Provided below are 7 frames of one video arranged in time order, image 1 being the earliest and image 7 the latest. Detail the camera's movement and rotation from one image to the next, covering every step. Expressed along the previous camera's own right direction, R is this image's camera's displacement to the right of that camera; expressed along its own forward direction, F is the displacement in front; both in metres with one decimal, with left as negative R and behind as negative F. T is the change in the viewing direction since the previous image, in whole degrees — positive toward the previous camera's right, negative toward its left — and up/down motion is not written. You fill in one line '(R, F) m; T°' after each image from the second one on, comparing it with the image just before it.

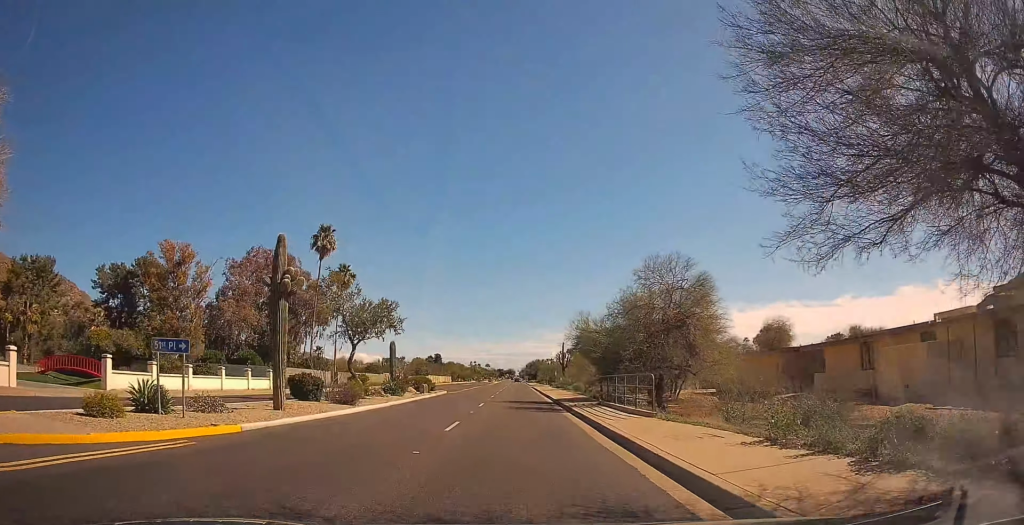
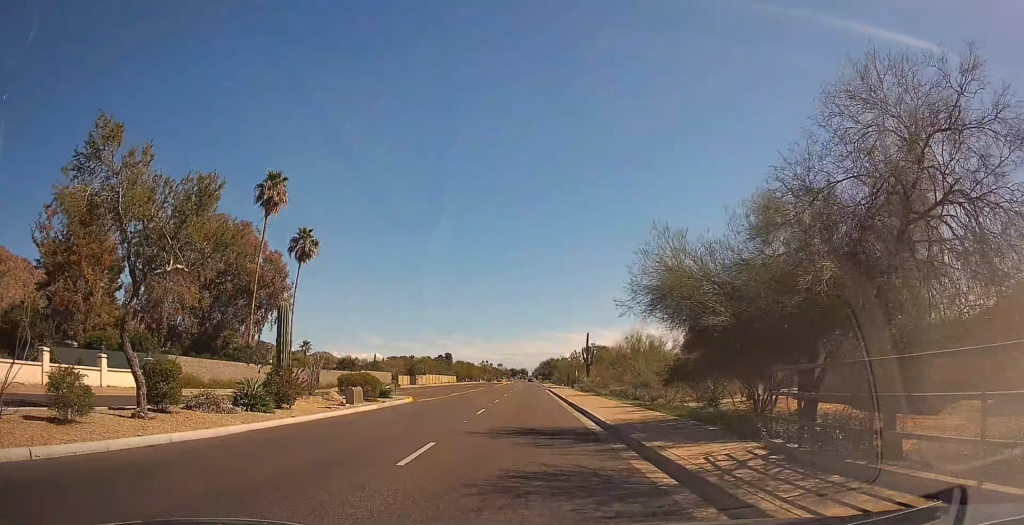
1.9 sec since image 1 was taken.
(+0.3, +18.1) m; +2°
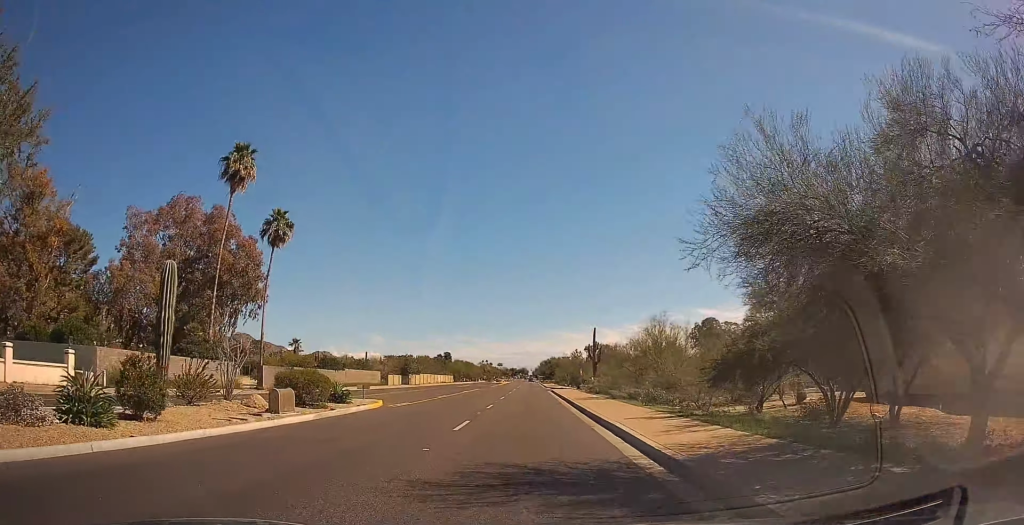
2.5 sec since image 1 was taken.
(+0.4, +6.8) m; -2°
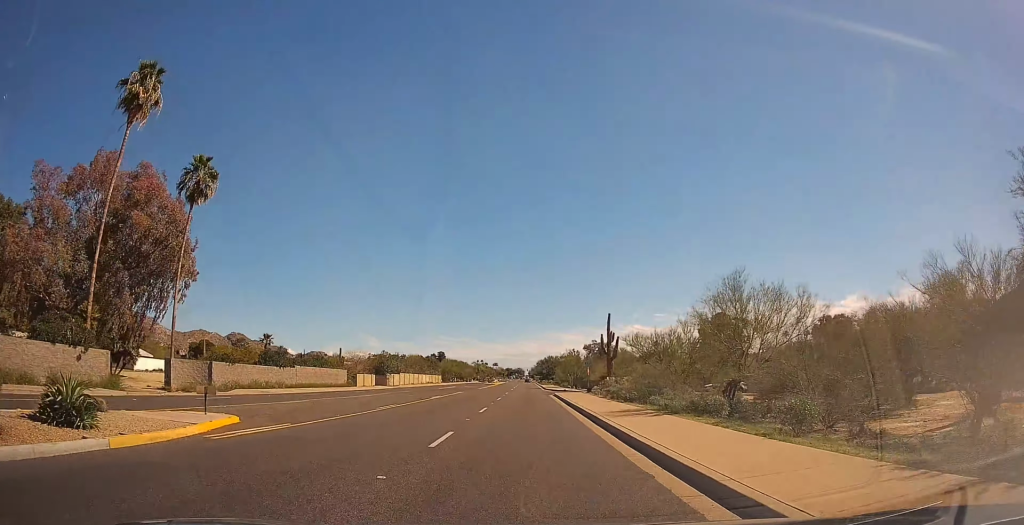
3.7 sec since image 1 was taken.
(-1.1, +14.0) m; -2°
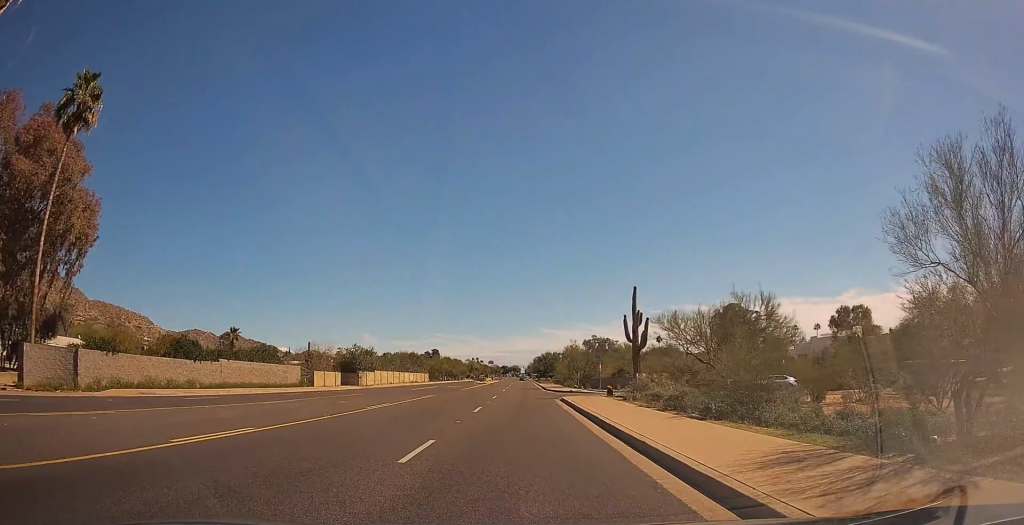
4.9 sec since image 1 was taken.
(+0.5, +13.6) m; +1°
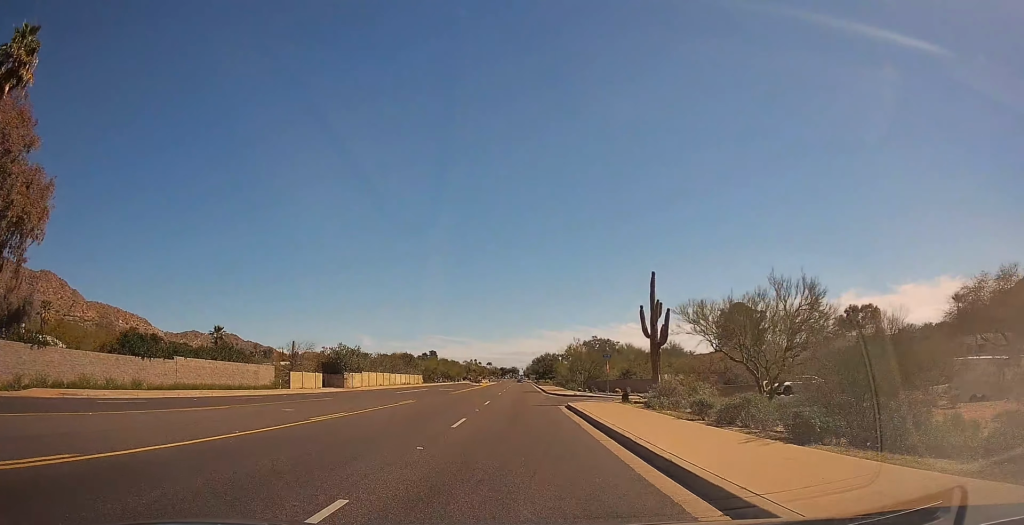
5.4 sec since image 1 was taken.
(+0.1, +5.9) m; -1°
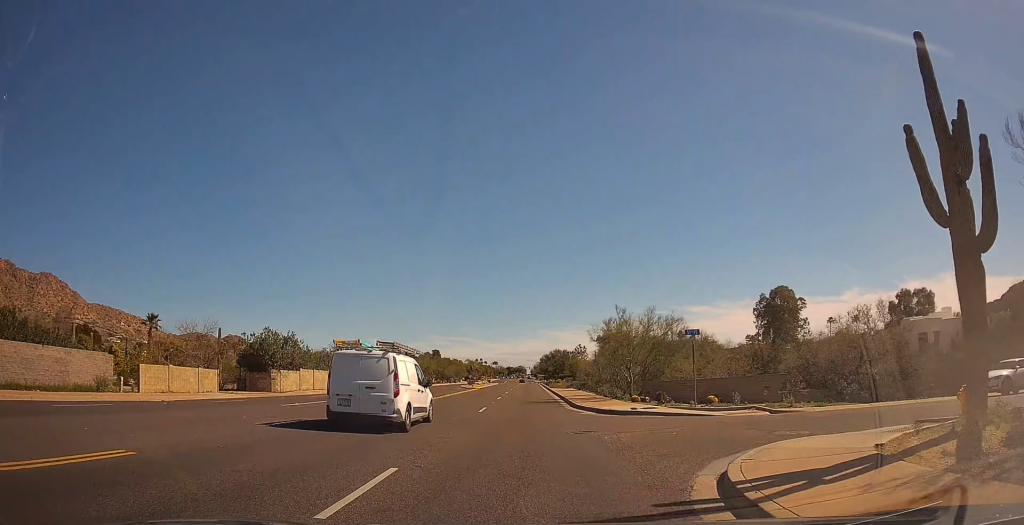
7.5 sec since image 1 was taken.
(-0.3, +23.1) m; +2°
